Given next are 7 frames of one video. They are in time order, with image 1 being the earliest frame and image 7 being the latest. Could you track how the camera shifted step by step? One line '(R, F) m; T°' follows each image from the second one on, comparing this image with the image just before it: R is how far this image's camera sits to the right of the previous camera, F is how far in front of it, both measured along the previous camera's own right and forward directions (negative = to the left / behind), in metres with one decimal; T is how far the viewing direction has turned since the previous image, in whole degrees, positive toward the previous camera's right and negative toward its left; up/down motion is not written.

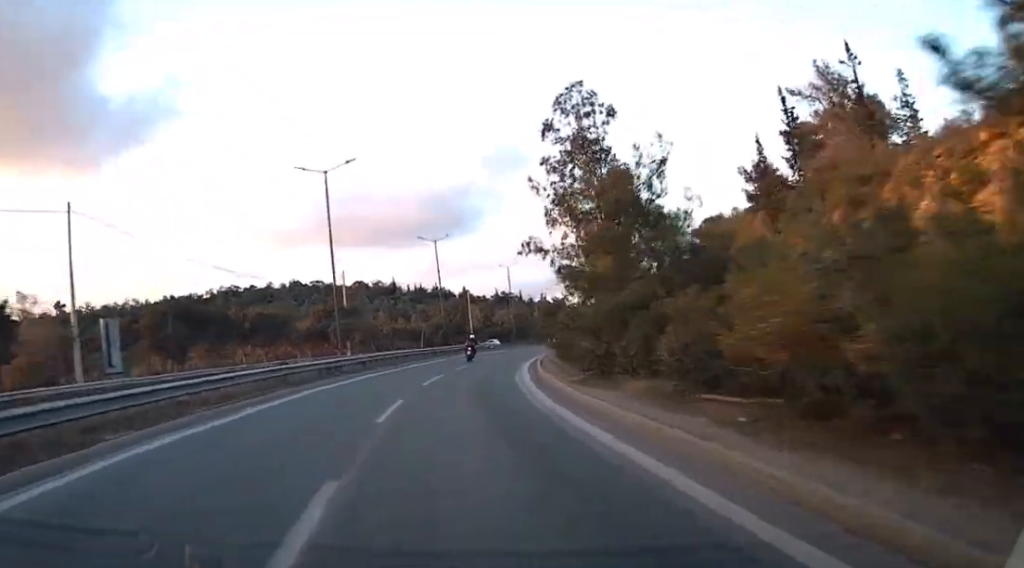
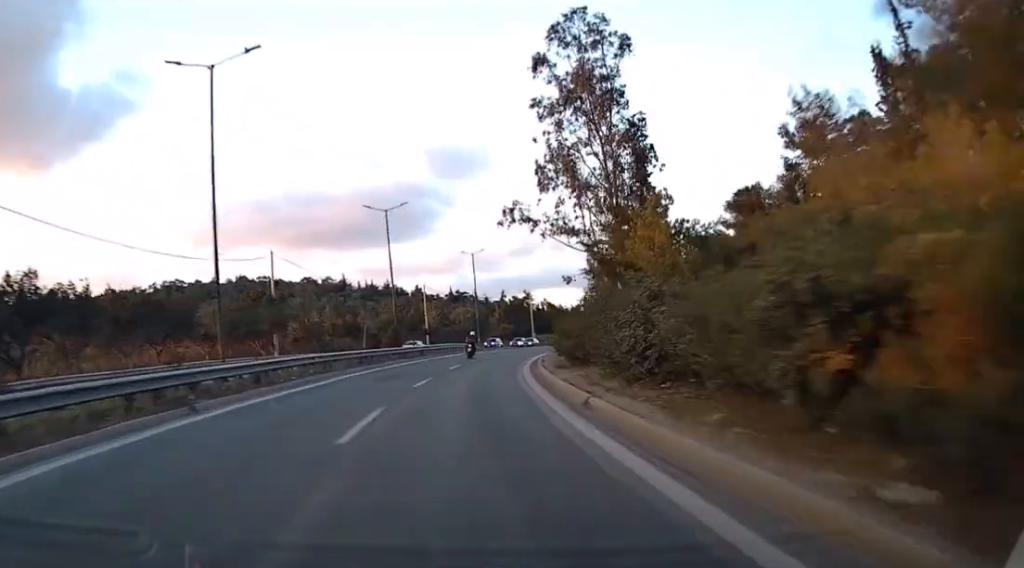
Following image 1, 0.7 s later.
(+0.4, +15.1) m; +3°
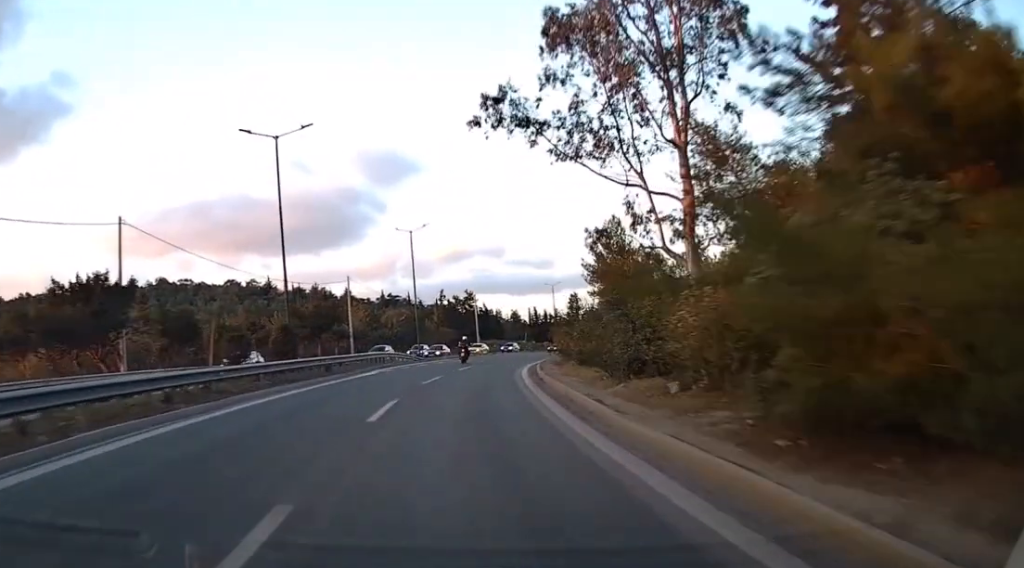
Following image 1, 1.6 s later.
(+0.9, +21.0) m; +5°
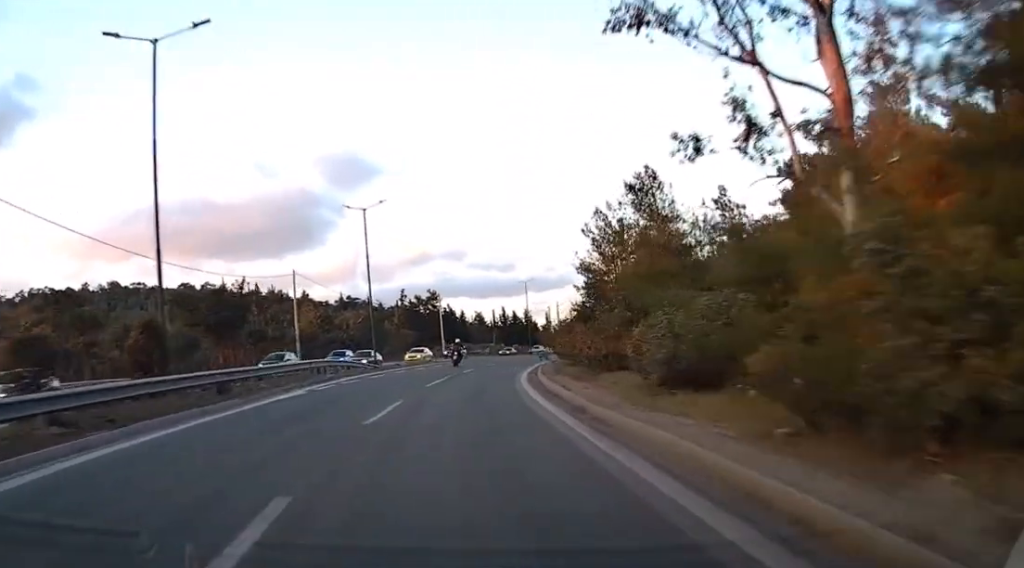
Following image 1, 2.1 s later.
(+0.3, +12.0) m; +3°
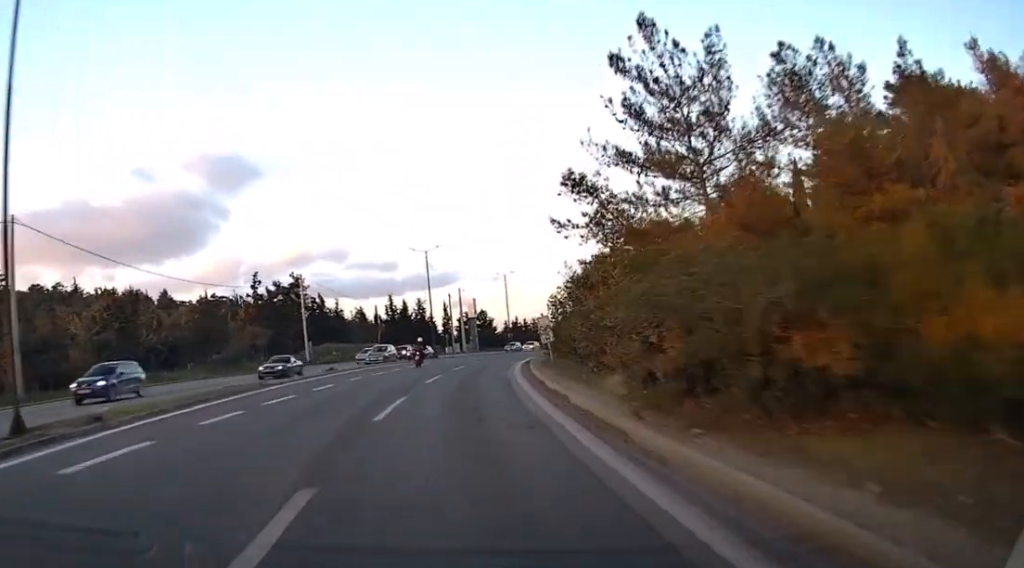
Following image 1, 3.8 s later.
(+2.6, +36.6) m; +8°
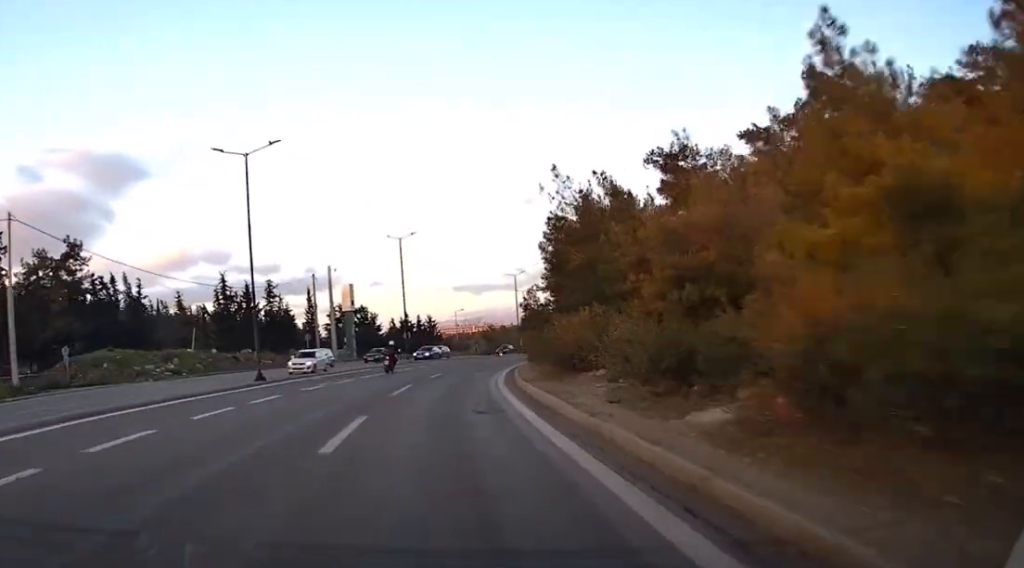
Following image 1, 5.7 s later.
(+3.5, +40.0) m; +11°
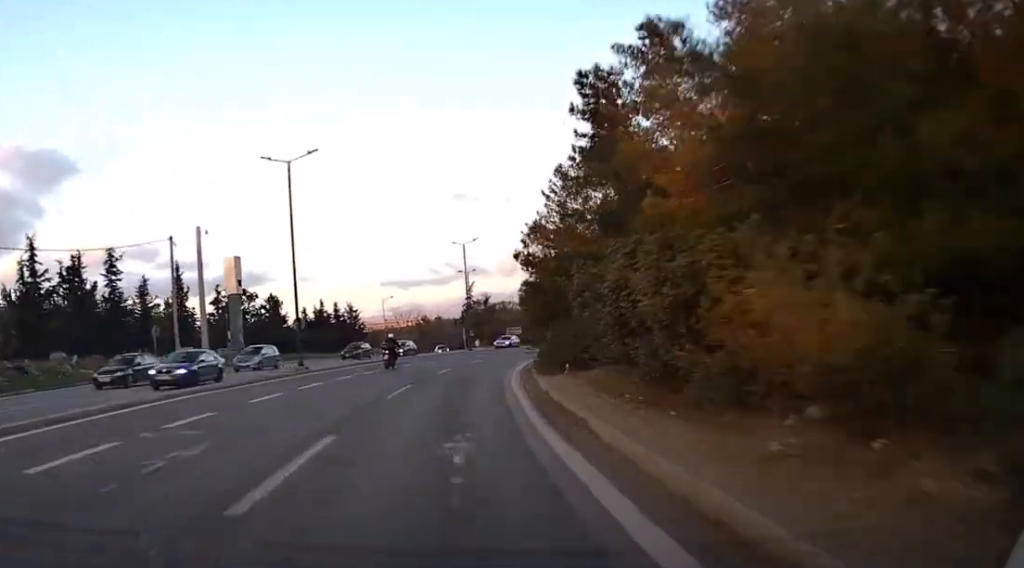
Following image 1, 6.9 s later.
(+1.6, +26.2) m; +6°
